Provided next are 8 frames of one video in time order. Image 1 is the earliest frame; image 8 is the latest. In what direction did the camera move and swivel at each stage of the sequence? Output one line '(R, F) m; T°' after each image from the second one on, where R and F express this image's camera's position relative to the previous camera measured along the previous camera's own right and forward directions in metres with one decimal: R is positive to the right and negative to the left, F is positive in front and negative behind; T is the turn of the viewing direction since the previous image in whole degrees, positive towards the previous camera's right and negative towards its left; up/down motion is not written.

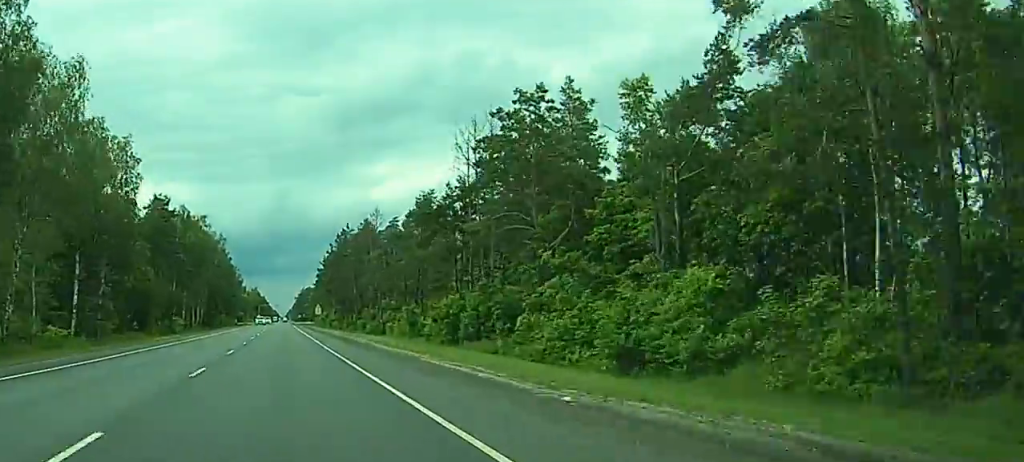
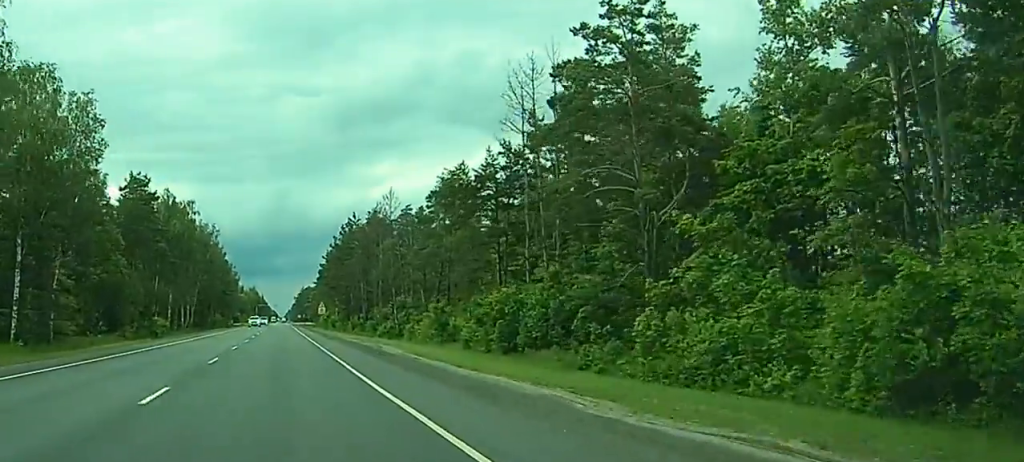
(+0.2, +17.7) m; 0°
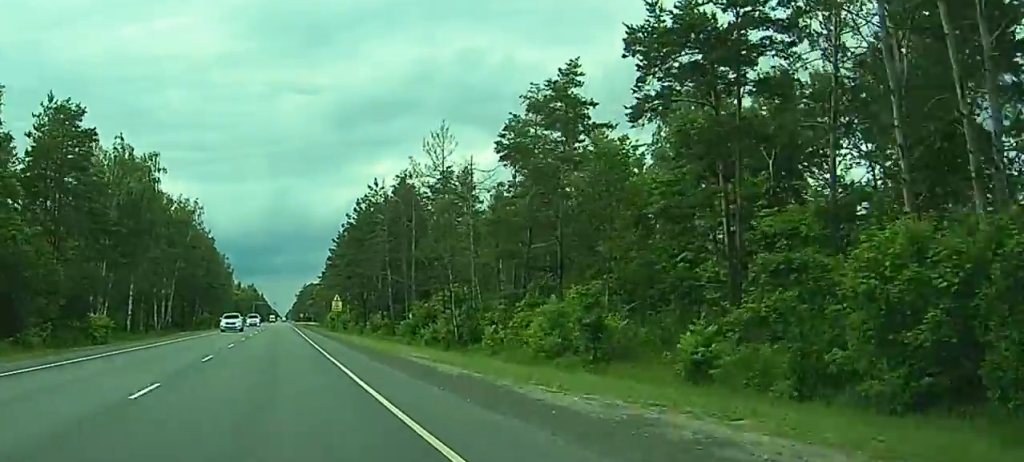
(-0.5, +35.6) m; 0°
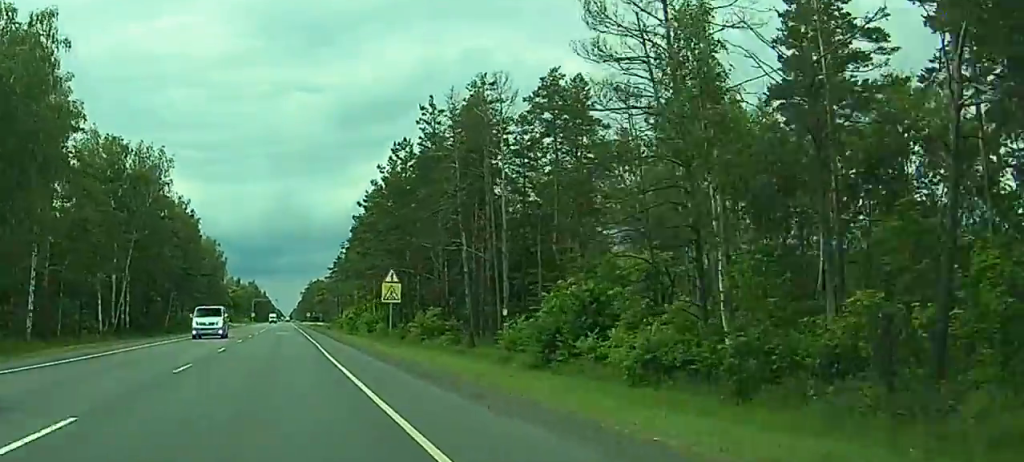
(+0.3, +42.2) m; 0°
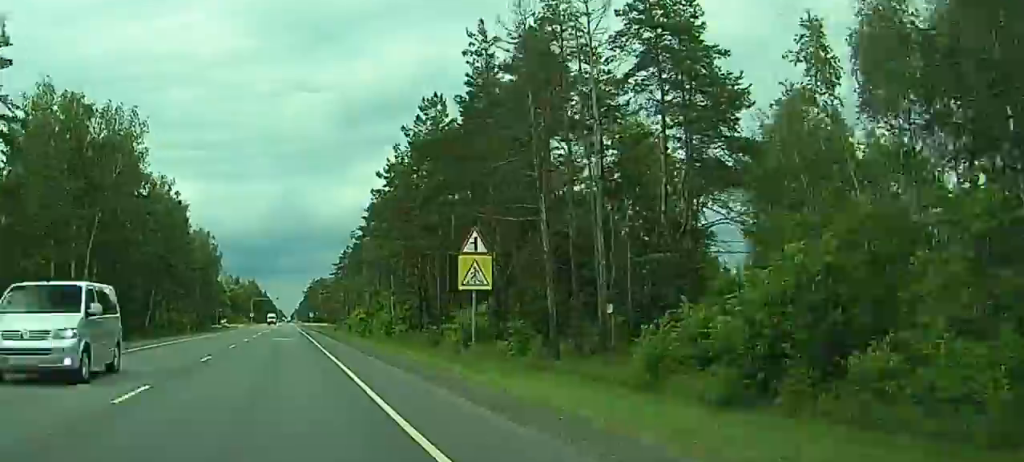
(0.0, +19.0) m; 0°
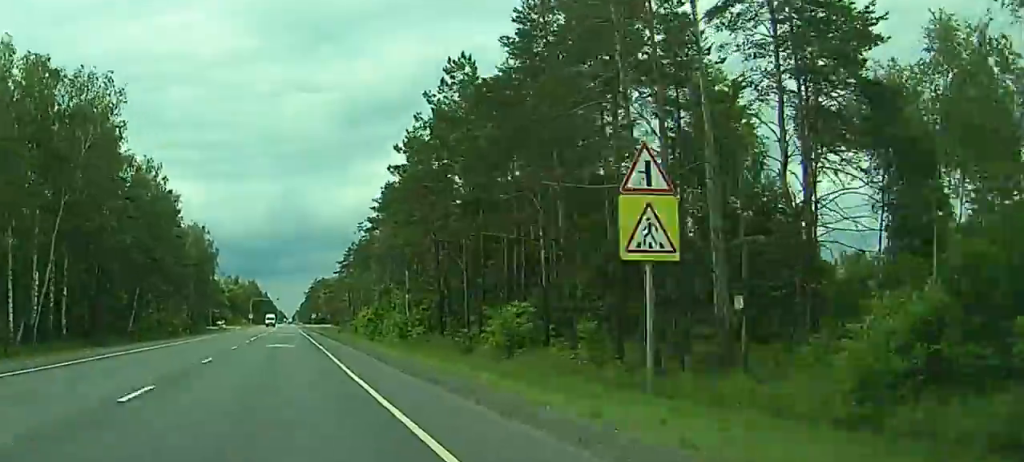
(+0.1, +11.8) m; 0°
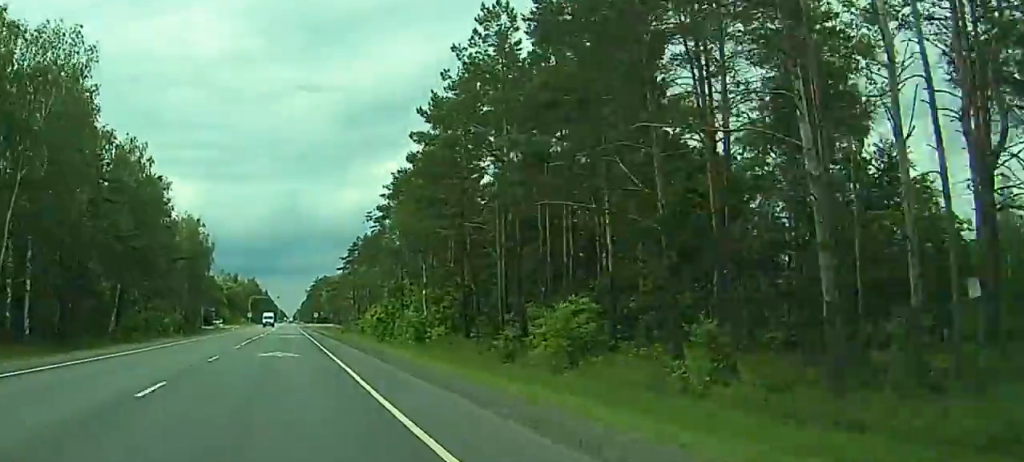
(-0.1, +10.9) m; 0°
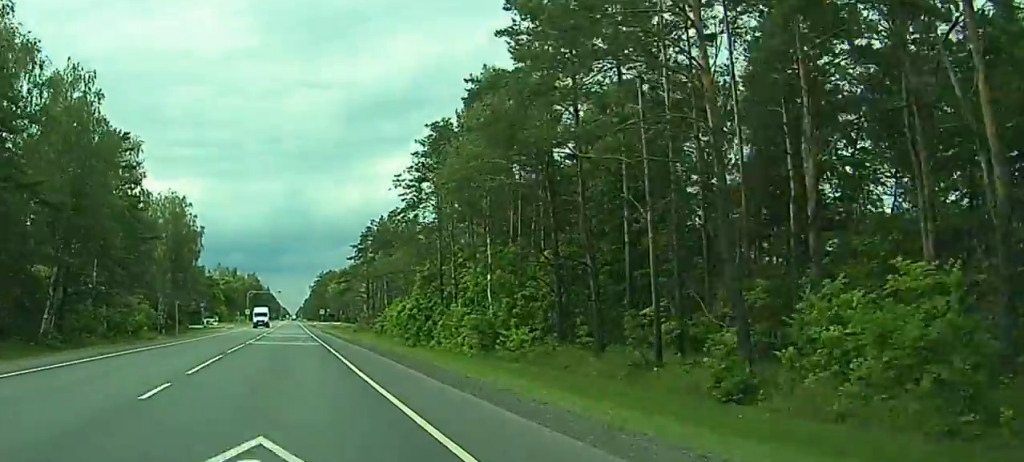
(-0.2, +24.7) m; 0°
